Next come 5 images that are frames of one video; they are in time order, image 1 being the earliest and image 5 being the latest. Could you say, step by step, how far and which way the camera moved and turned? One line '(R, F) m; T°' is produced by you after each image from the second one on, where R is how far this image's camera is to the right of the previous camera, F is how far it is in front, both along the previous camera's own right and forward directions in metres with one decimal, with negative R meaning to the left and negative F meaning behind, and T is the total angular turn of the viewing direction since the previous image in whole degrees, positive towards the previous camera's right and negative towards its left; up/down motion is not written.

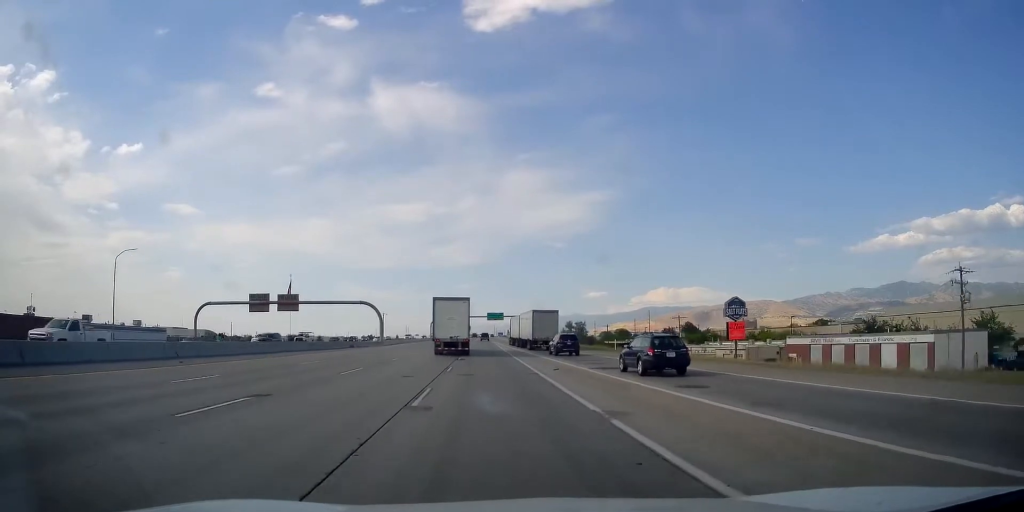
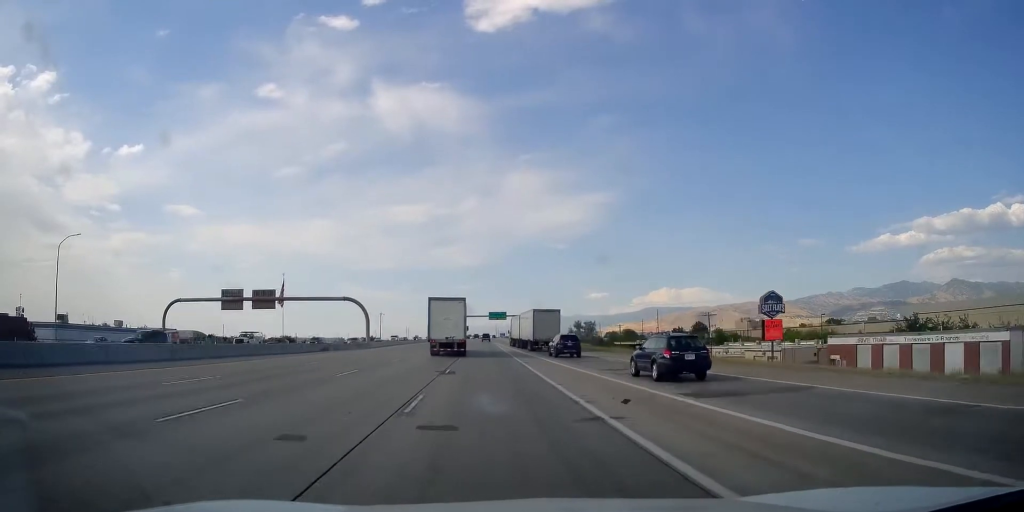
(0.0, +13.4) m; 0°
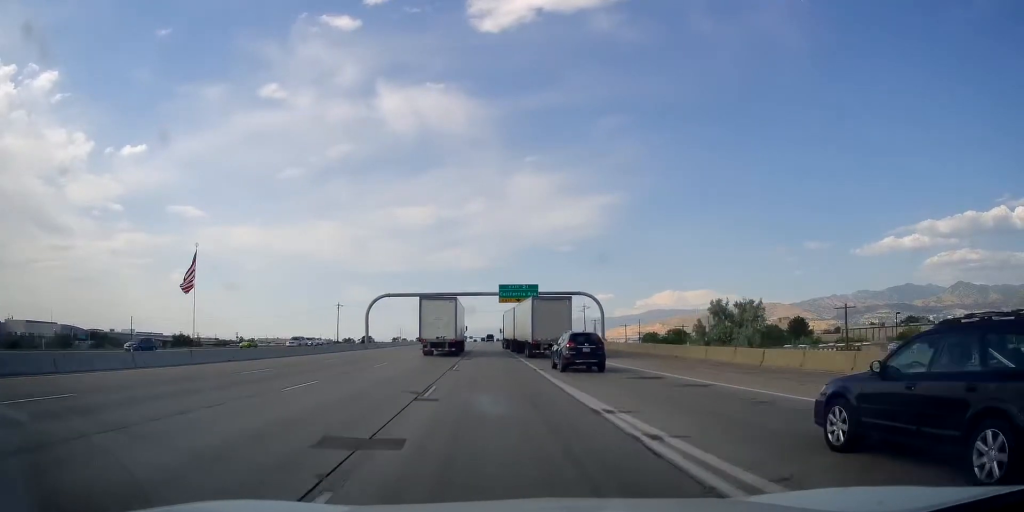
(-2.1, +96.2) m; -1°
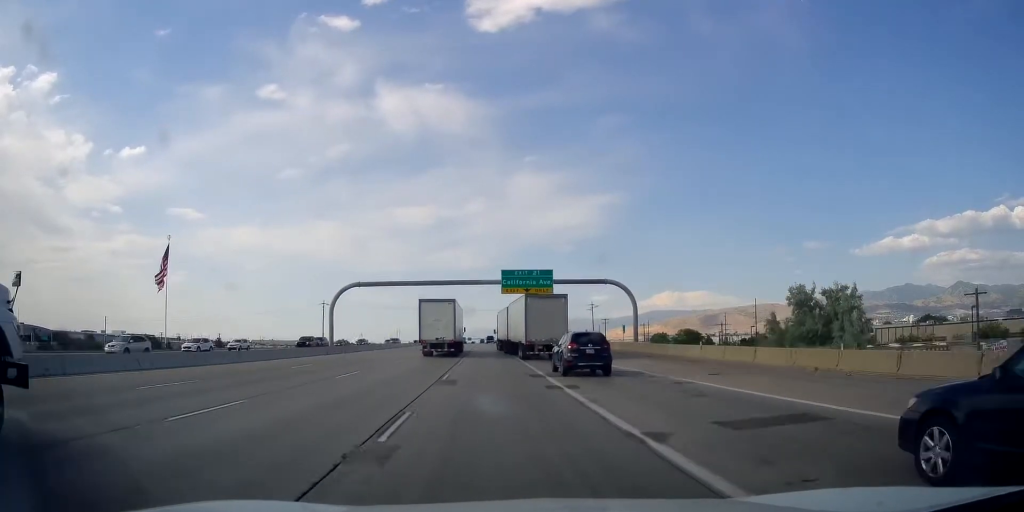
(+0.3, +18.9) m; 0°
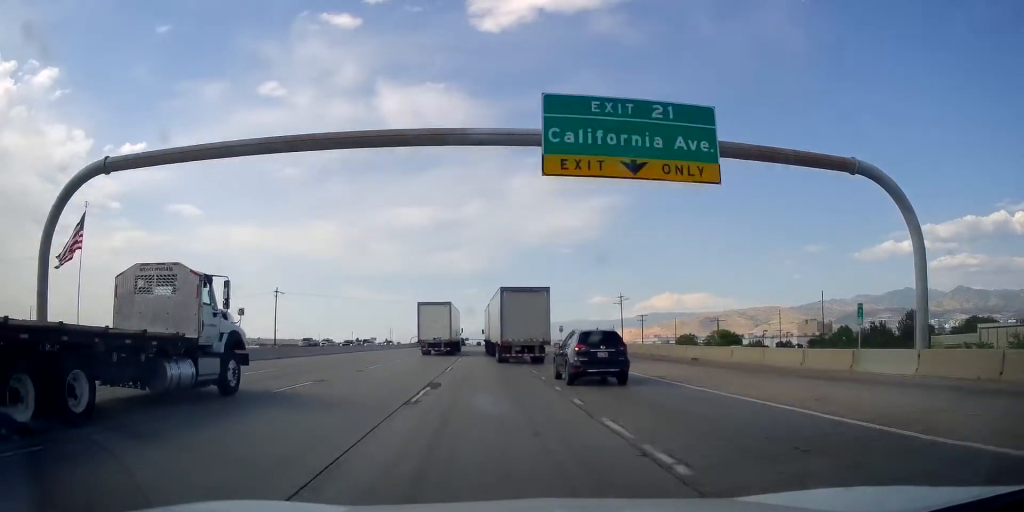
(+0.1, +44.6) m; 0°
